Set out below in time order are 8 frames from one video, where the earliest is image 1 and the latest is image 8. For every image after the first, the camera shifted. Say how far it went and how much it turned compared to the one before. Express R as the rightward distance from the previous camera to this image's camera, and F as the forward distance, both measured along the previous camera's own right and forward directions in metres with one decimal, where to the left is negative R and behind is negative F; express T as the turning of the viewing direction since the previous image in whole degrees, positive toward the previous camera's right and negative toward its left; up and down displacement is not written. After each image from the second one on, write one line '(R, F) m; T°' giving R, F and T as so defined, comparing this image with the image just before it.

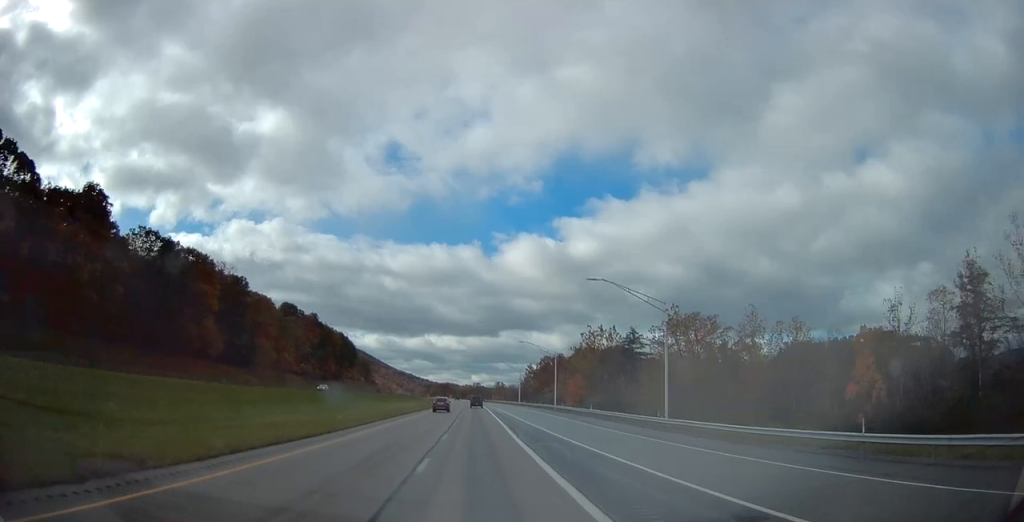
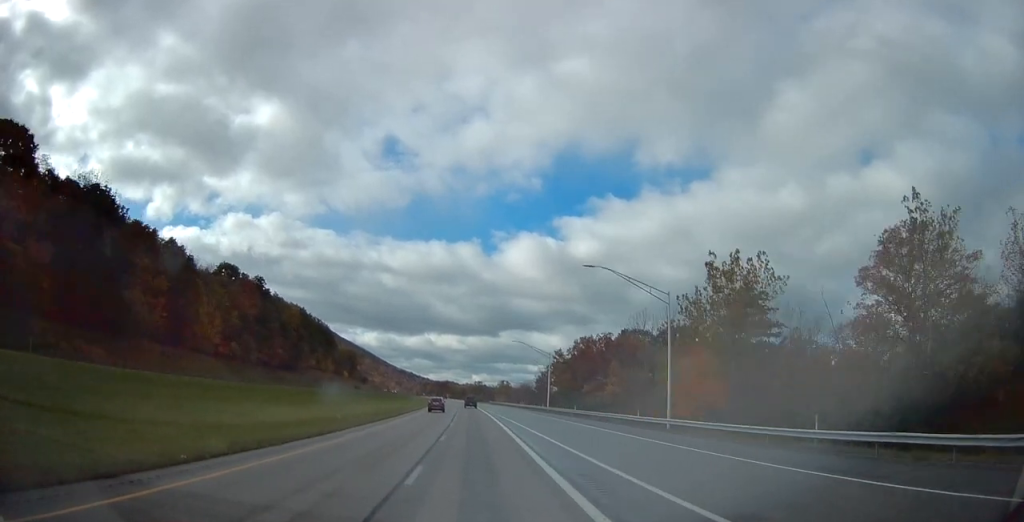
(+0.4, +62.8) m; 0°
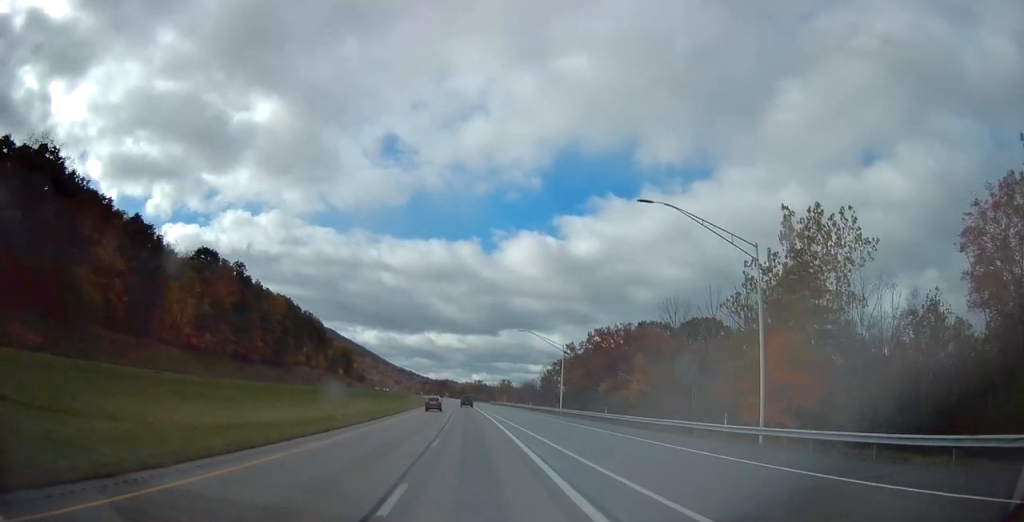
(-0.2, +15.5) m; 0°
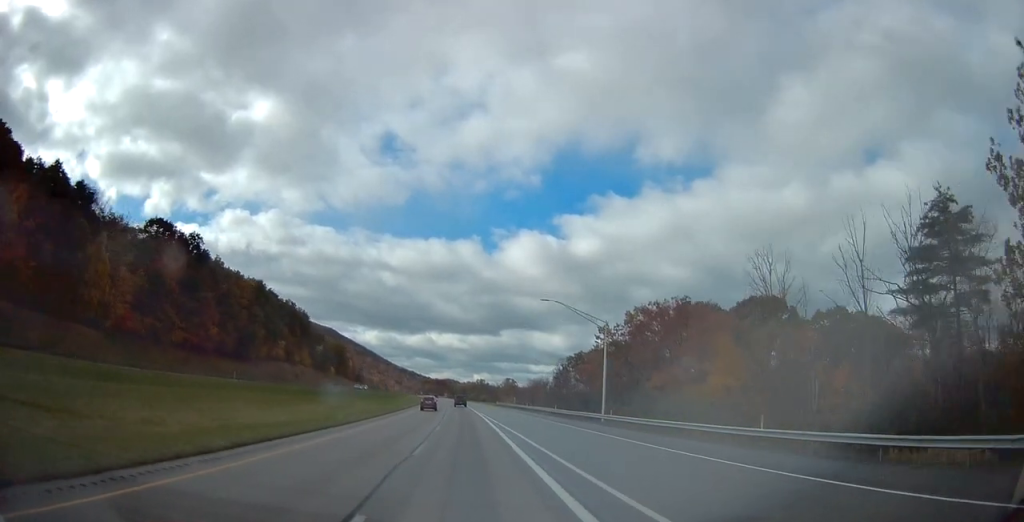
(+0.3, +27.7) m; 0°
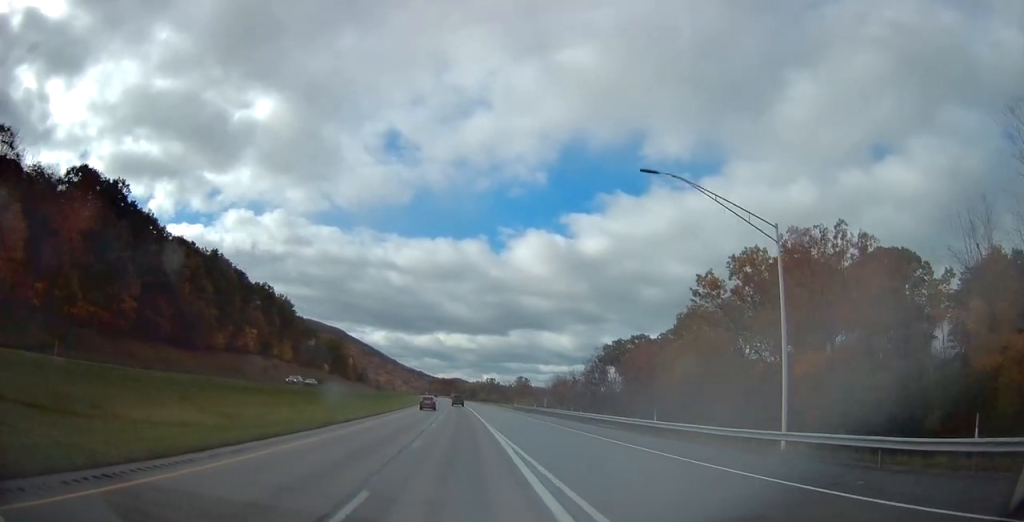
(-0.4, +34.7) m; -1°
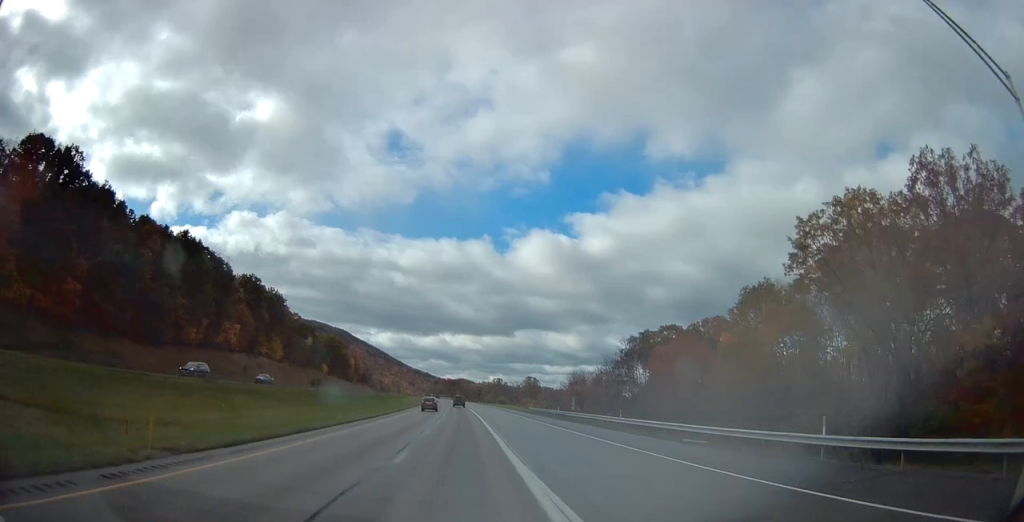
(-0.1, +16.3) m; 0°
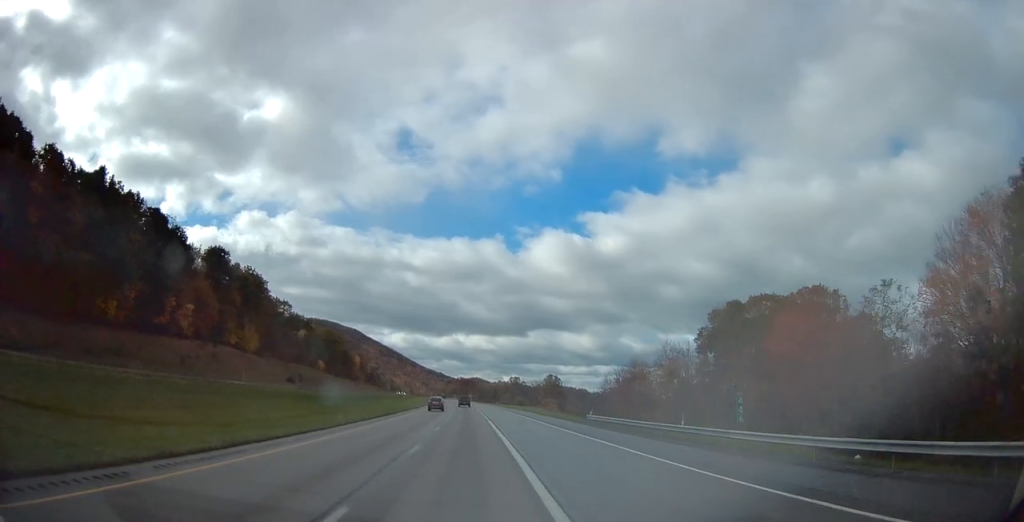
(-0.3, +33.8) m; -1°
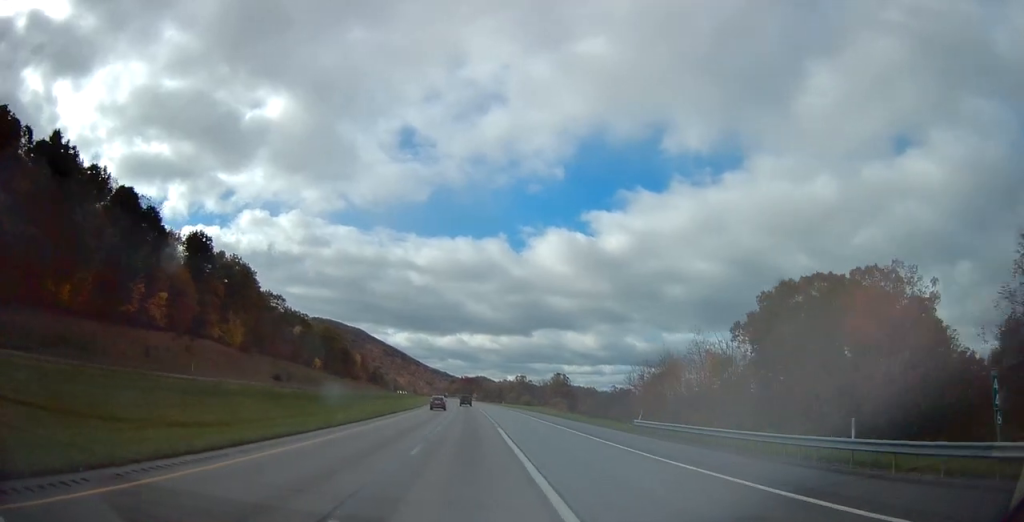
(0.0, +13.4) m; 0°
